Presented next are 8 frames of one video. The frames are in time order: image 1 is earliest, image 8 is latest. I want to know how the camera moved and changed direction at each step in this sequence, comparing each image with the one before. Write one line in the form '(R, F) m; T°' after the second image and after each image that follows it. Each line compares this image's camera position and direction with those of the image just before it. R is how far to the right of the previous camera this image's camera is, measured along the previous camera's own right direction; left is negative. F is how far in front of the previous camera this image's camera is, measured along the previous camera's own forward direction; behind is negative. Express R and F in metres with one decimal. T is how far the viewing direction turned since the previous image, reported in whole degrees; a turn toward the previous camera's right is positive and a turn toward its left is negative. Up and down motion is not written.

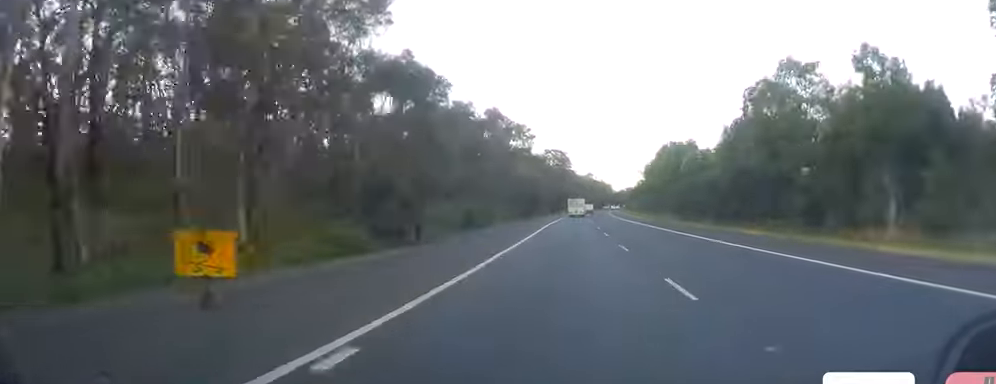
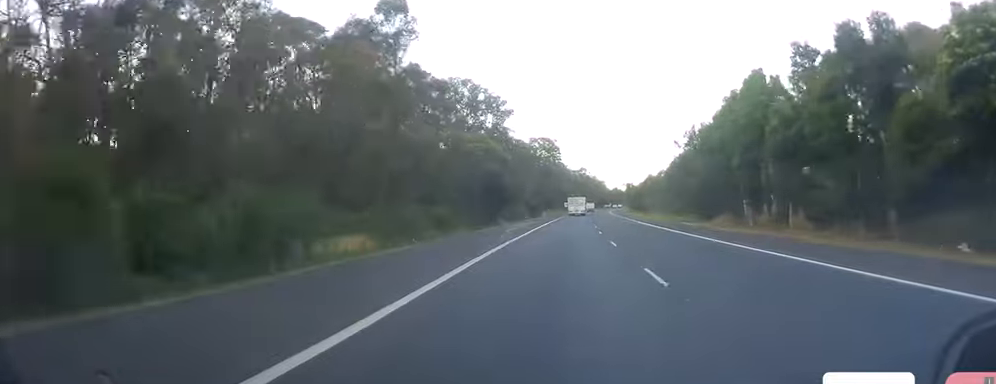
(+0.5, +46.8) m; 0°
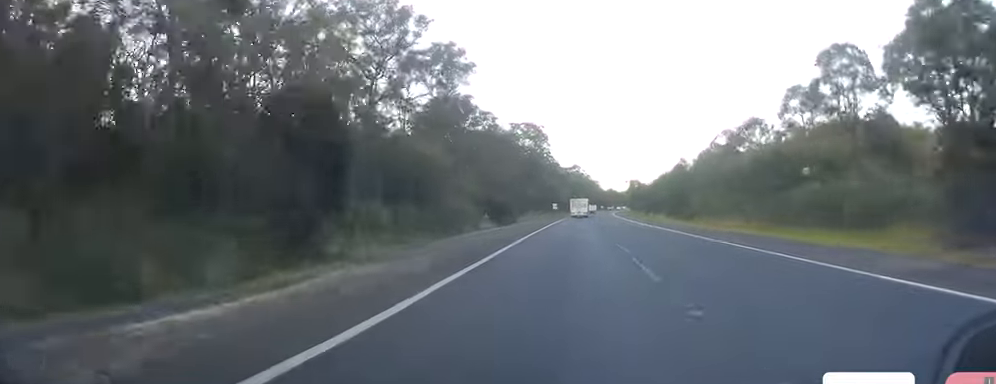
(-0.6, +47.8) m; +1°
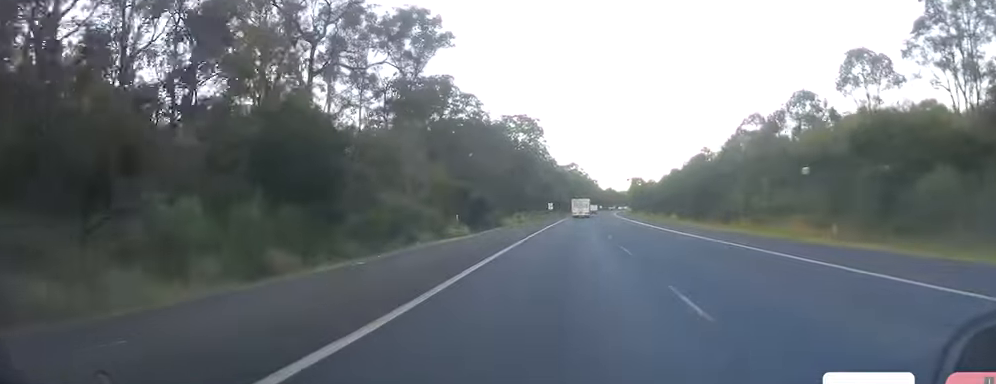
(+0.3, +16.3) m; +1°
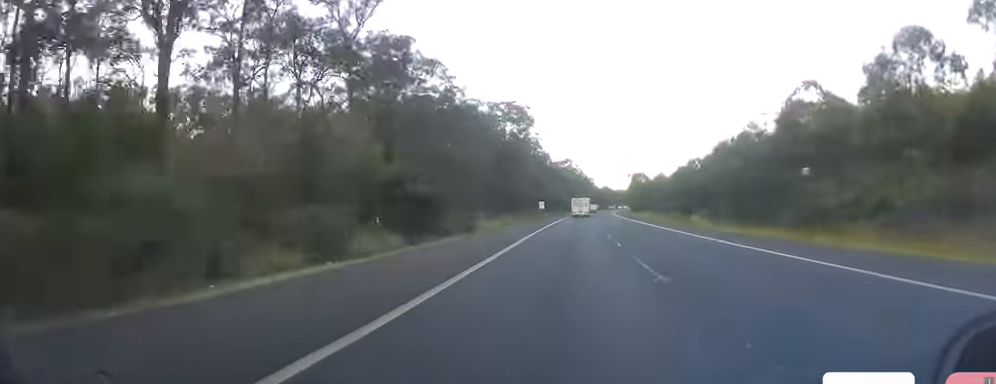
(+0.2, +20.1) m; +1°
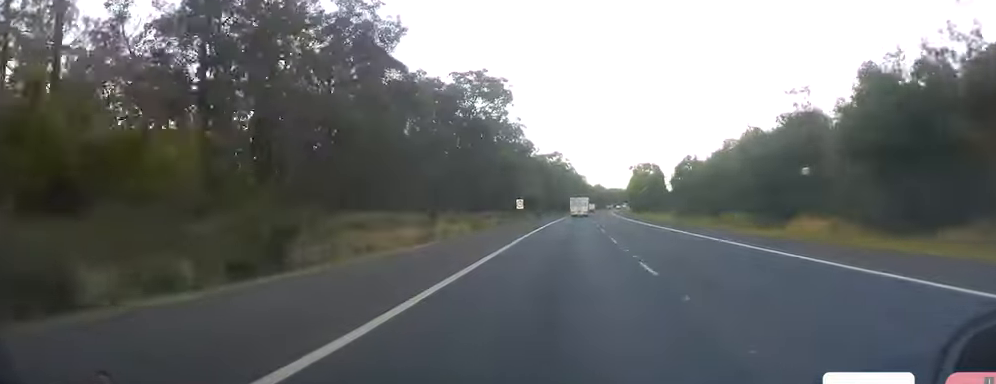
(+0.3, +35.3) m; 0°
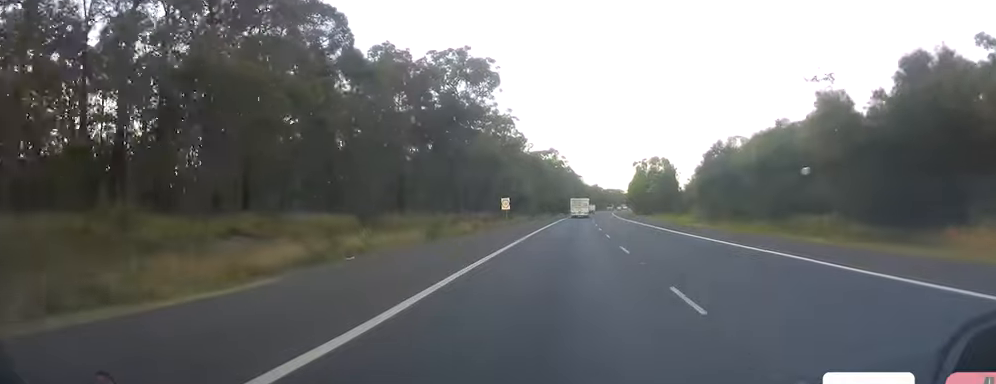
(+0.1, +17.2) m; 0°
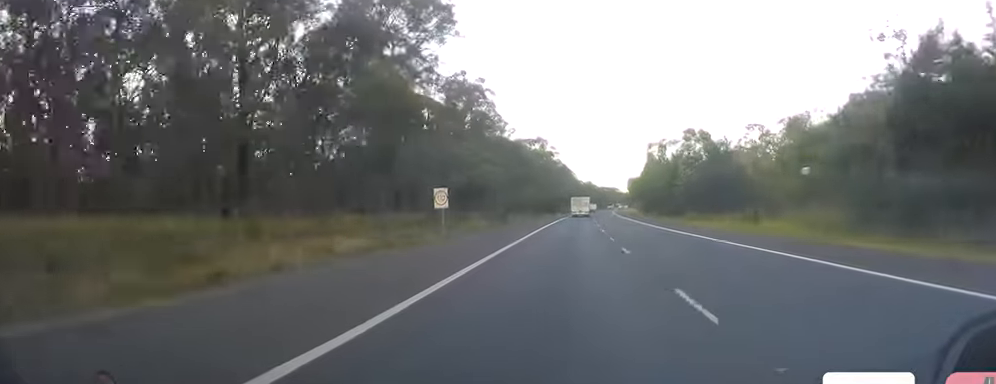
(+0.2, +37.2) m; +1°
